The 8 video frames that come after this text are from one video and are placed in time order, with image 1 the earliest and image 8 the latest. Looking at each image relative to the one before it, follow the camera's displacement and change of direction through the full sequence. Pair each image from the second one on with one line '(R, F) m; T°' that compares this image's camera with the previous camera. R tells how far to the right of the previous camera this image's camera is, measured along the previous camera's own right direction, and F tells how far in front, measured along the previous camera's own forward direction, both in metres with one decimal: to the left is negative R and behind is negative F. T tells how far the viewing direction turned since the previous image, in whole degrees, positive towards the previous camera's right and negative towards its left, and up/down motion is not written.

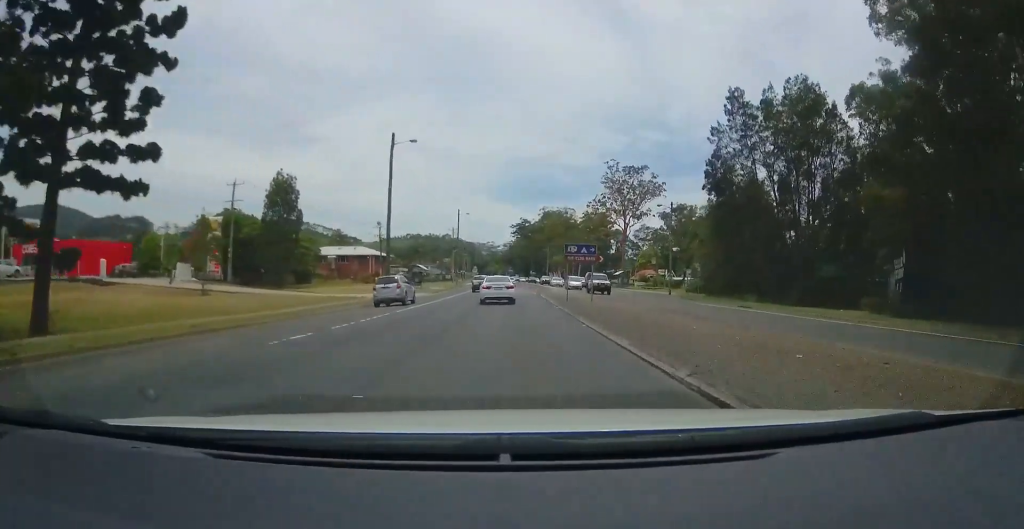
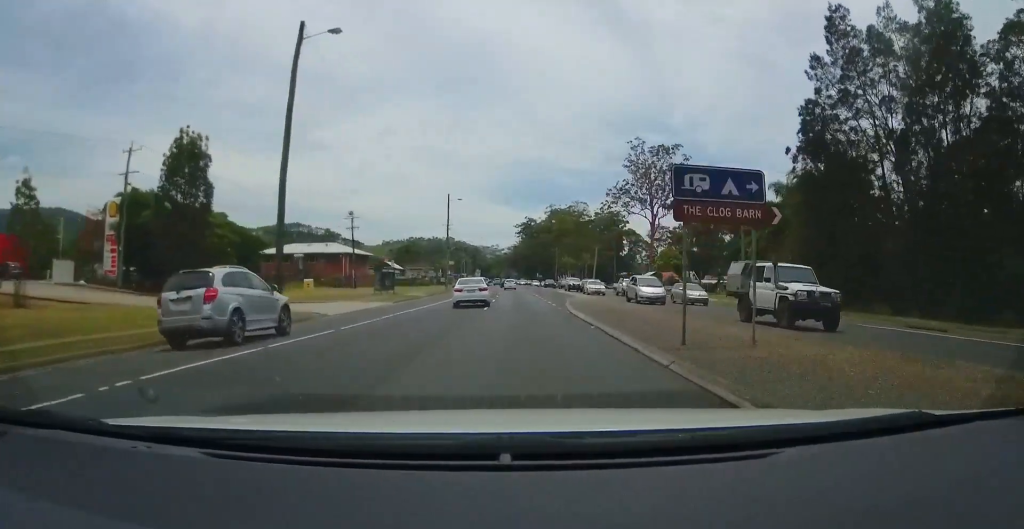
(-0.5, +20.1) m; 0°
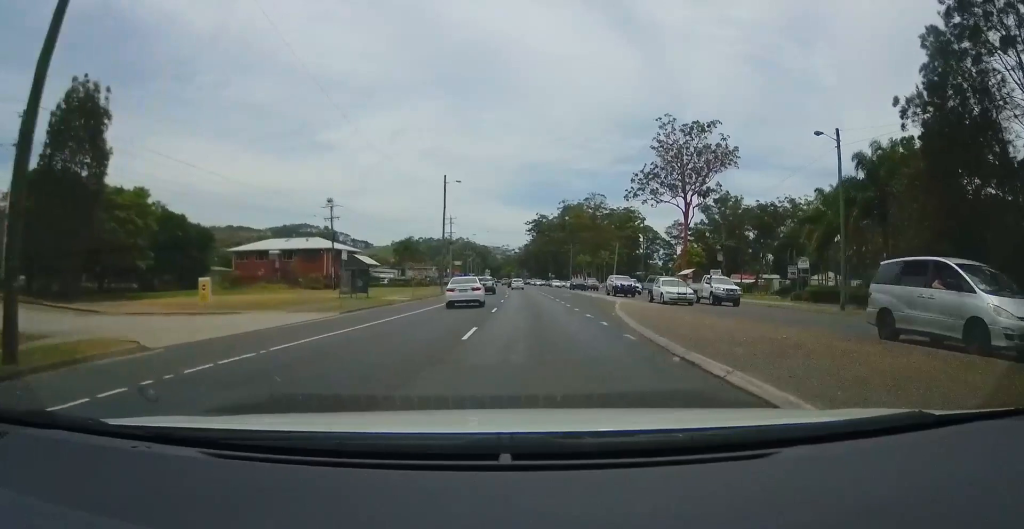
(+0.4, +13.9) m; +2°
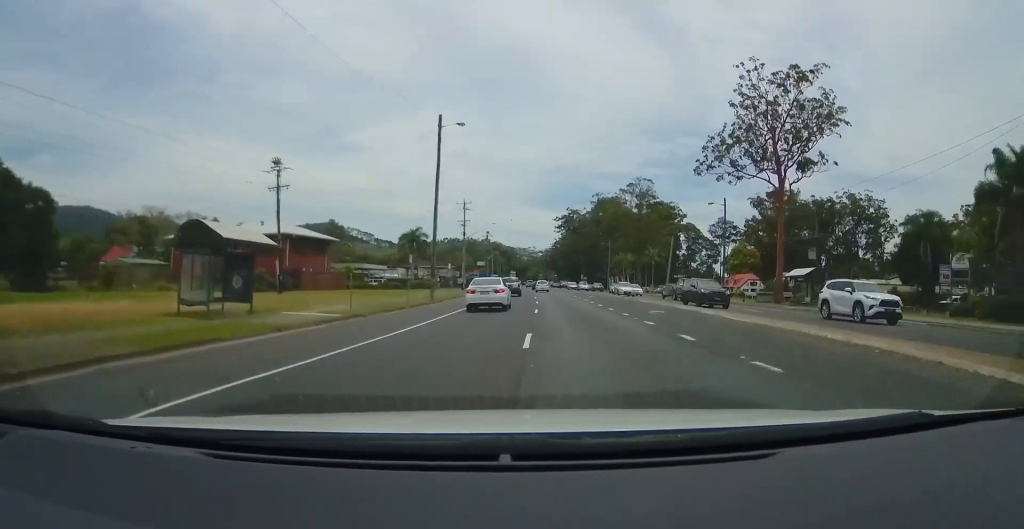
(-0.5, +23.3) m; -4°
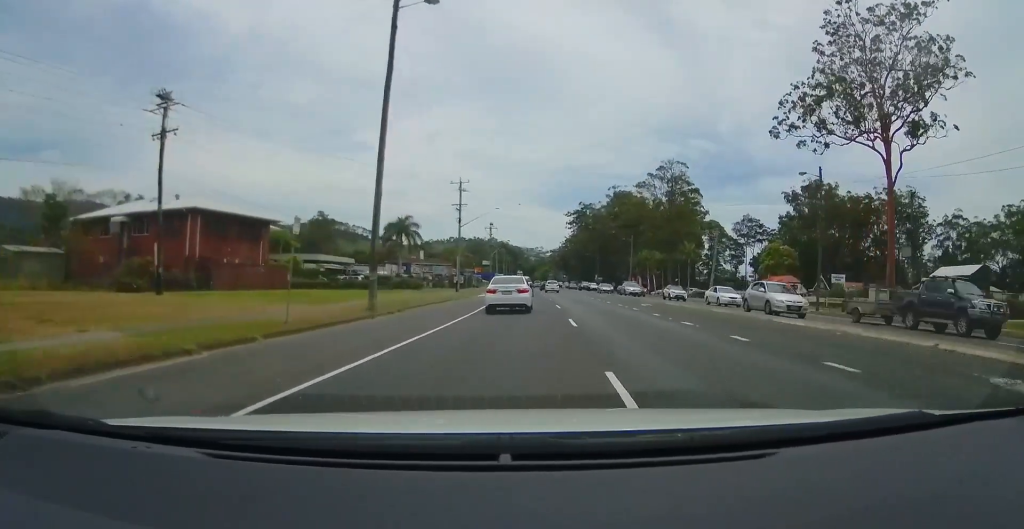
(-0.7, +19.0) m; -2°
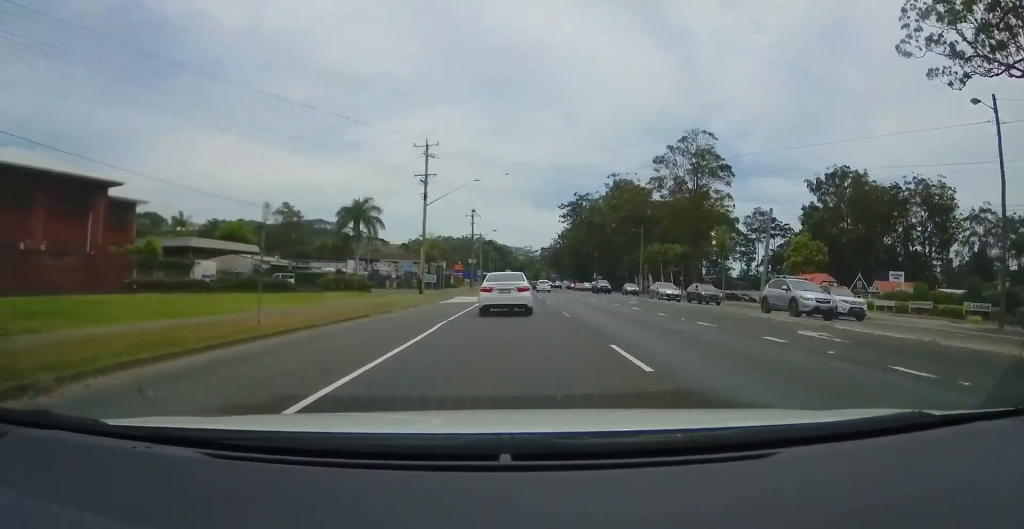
(+0.1, +19.9) m; 0°
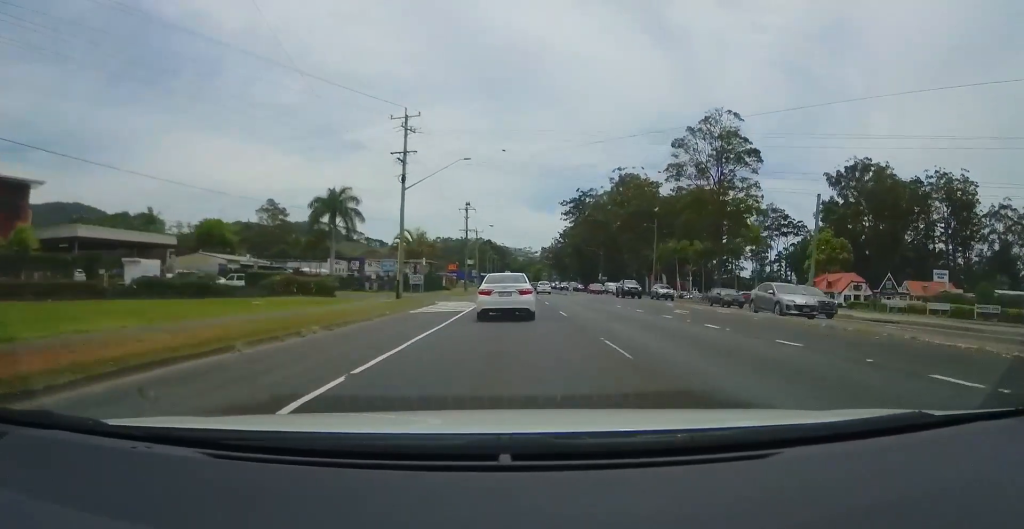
(0.0, +10.3) m; 0°
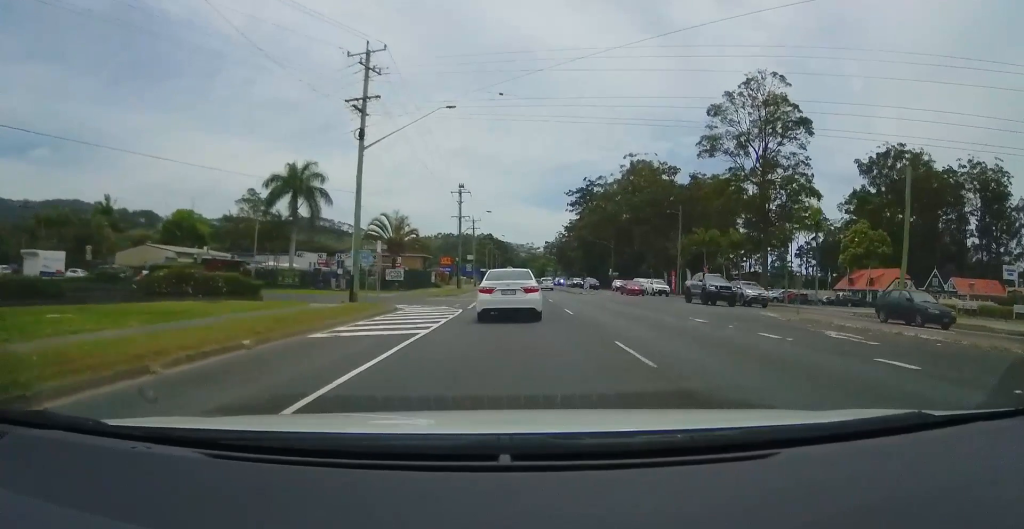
(-0.3, +13.0) m; 0°
